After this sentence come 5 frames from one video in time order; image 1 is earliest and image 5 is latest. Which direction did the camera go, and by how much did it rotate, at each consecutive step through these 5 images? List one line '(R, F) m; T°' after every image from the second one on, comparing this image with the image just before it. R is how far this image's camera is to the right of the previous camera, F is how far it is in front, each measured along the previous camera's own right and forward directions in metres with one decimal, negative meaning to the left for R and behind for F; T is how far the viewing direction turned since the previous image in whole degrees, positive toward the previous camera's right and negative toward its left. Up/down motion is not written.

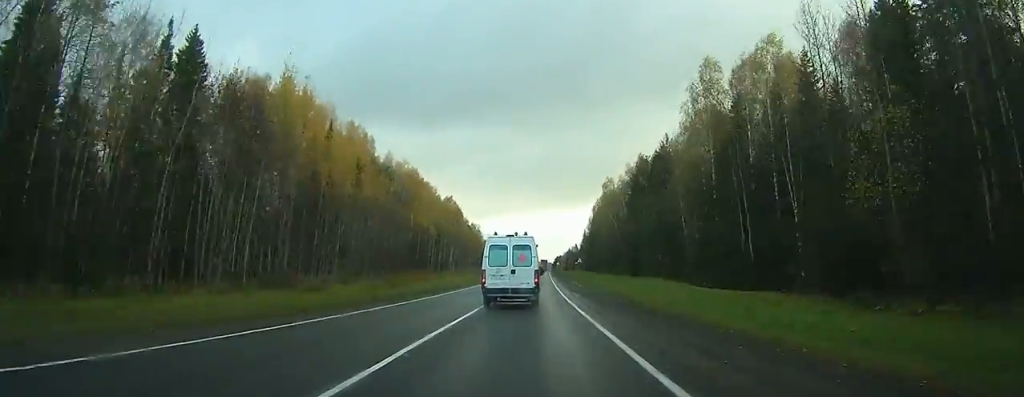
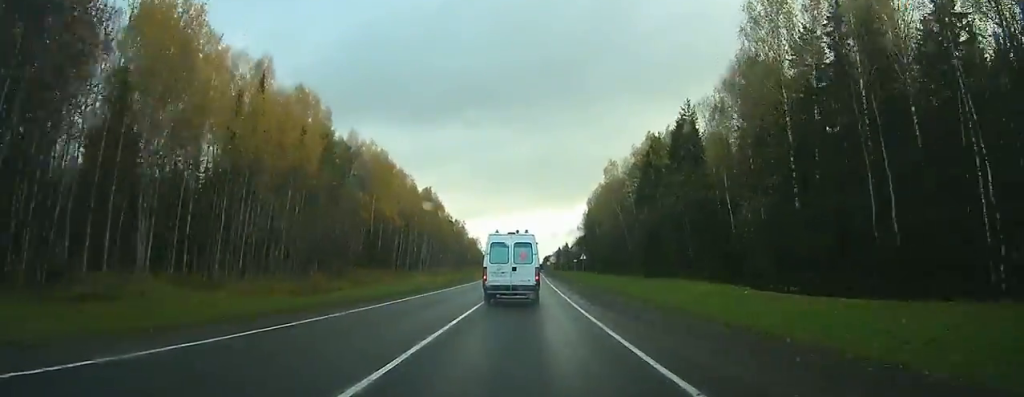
(+0.4, +21.3) m; +2°
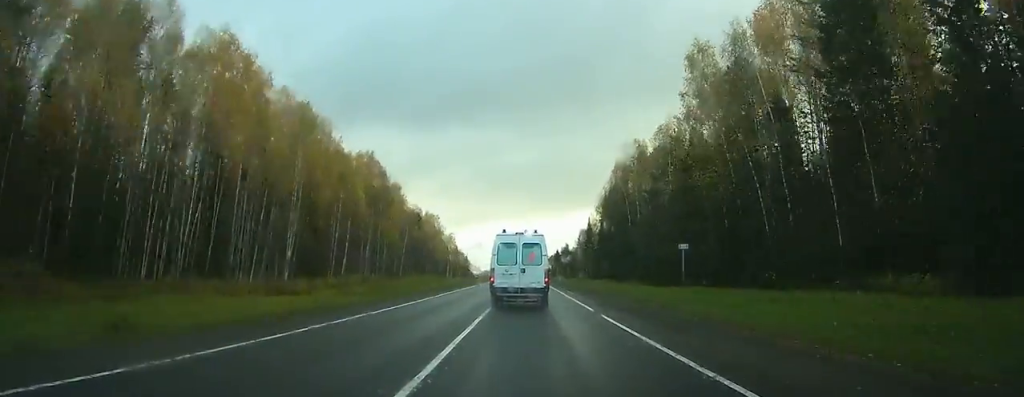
(+1.6, +63.6) m; +2°
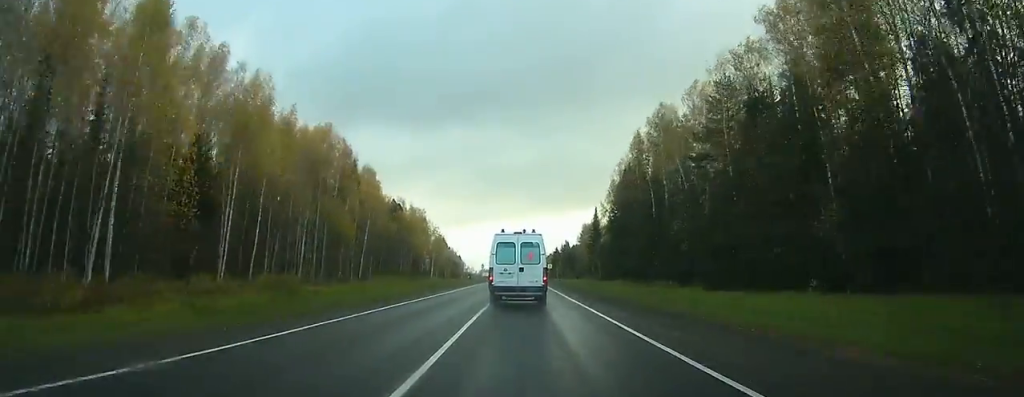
(+0.1, +23.5) m; 0°
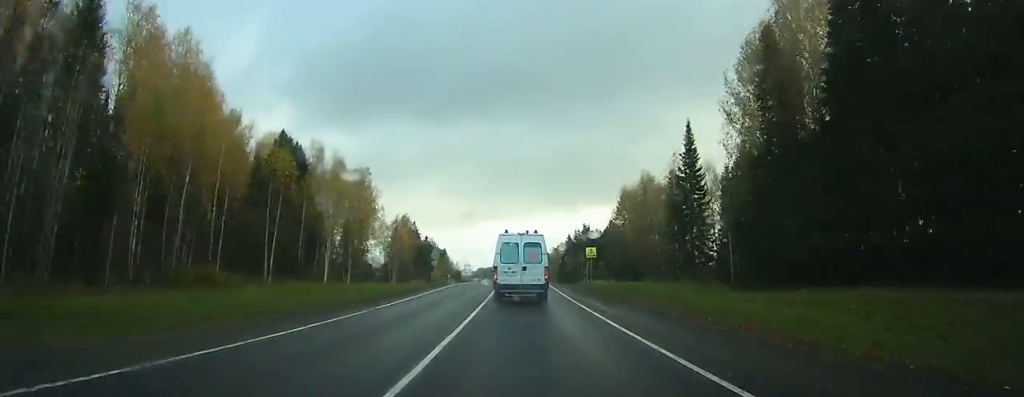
(-0.1, +79.4) m; -1°
